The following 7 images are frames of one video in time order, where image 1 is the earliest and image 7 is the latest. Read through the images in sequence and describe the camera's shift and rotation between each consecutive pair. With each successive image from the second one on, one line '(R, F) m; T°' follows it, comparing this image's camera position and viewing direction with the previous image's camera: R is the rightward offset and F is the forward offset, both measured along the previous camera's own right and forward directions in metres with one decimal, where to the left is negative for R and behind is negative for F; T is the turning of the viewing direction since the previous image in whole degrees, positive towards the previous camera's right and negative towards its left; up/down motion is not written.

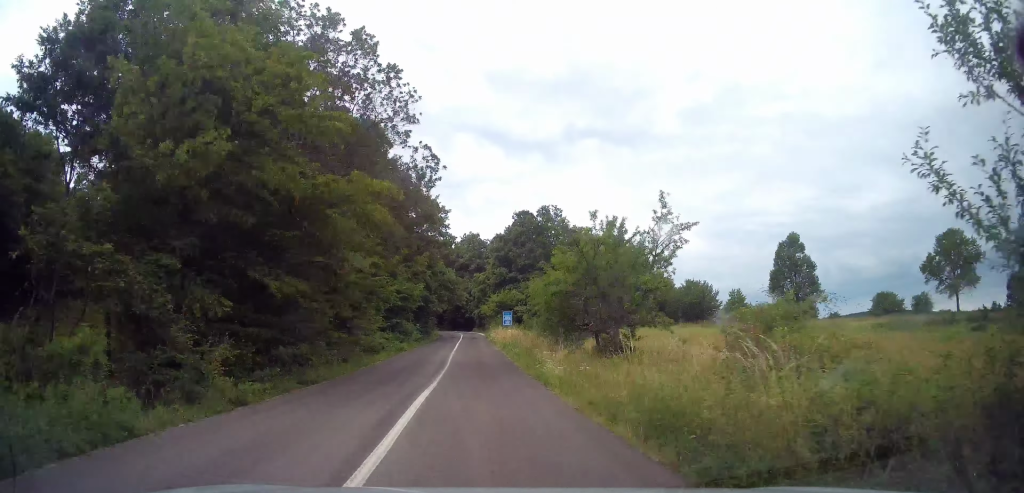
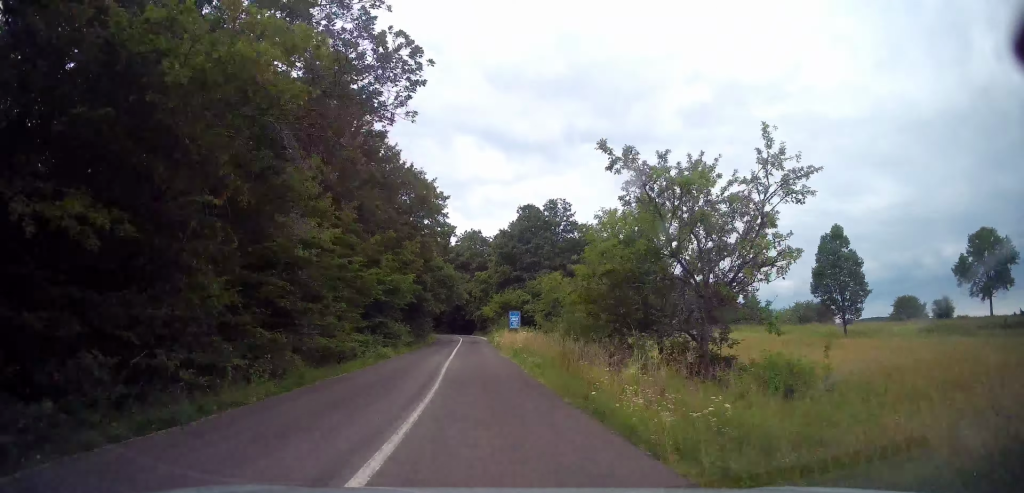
(+0.1, +7.5) m; 0°
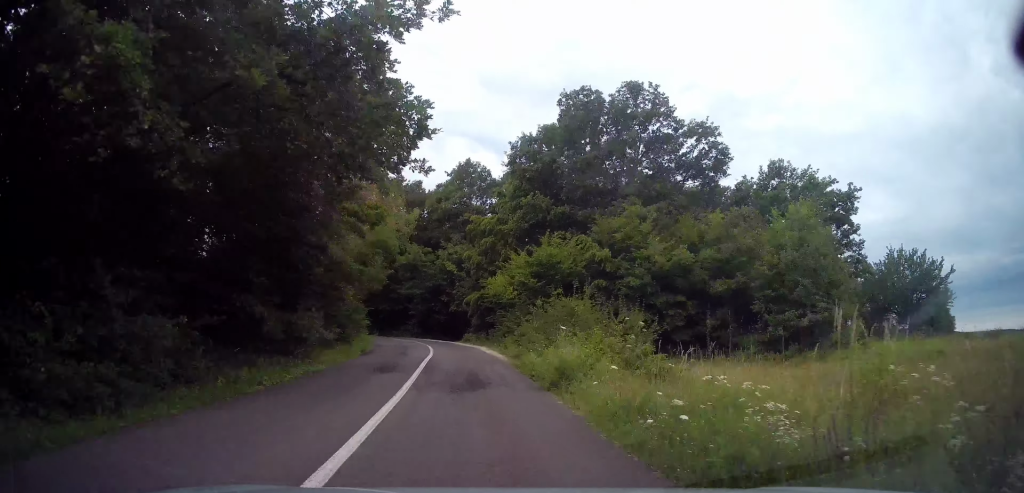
(+1.4, +40.6) m; +4°
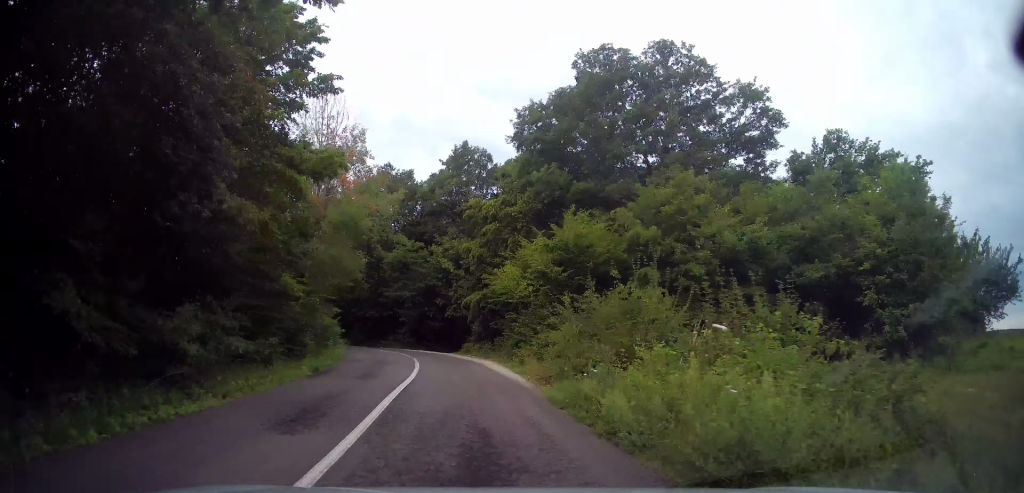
(0.0, +7.2) m; -1°
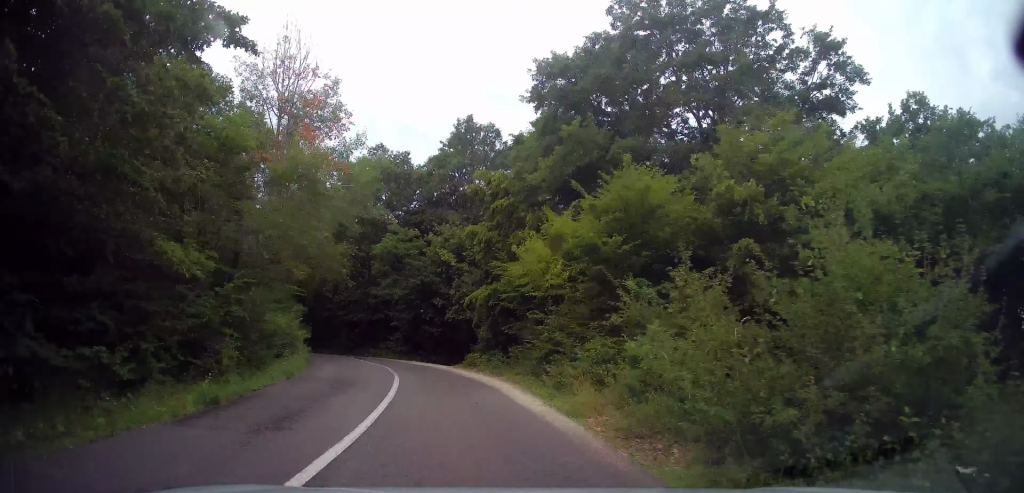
(+0.1, +7.1) m; -2°
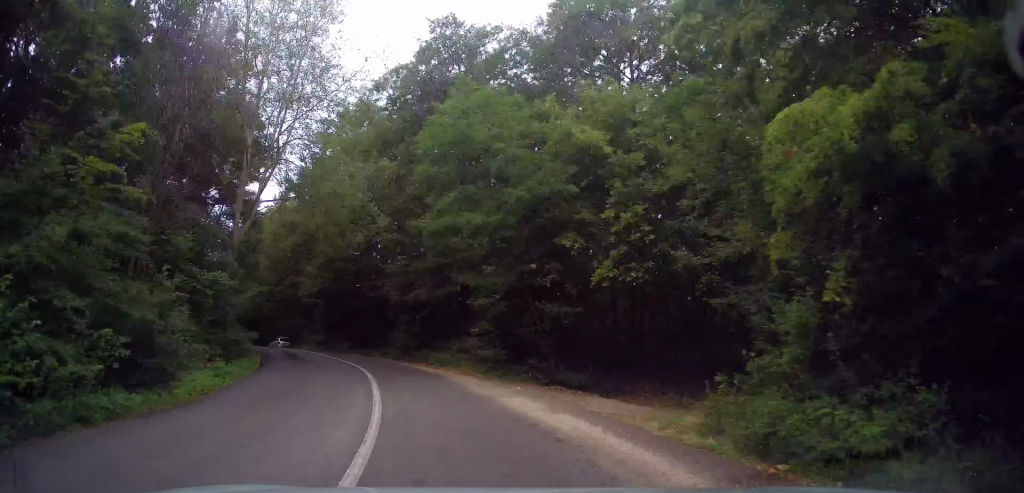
(-1.8, +19.4) m; -13°
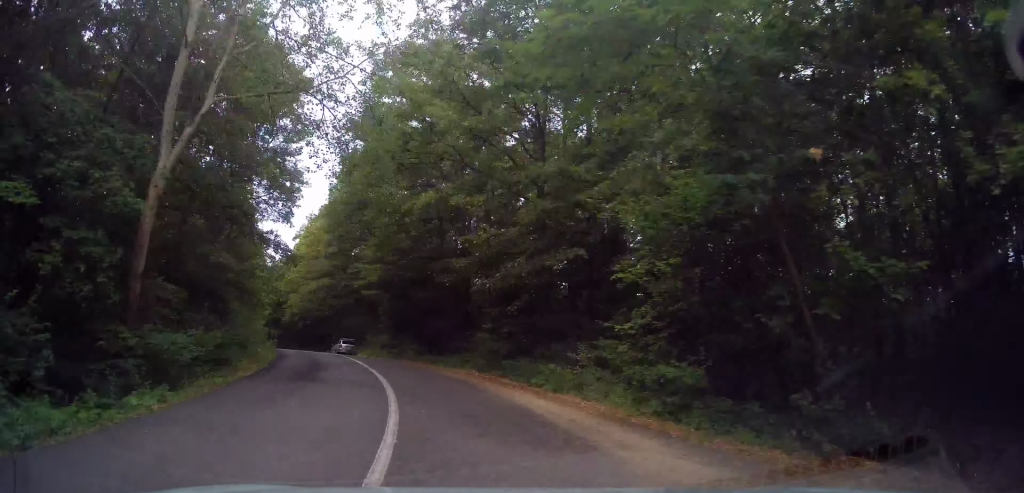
(-0.3, +9.5) m; -9°
